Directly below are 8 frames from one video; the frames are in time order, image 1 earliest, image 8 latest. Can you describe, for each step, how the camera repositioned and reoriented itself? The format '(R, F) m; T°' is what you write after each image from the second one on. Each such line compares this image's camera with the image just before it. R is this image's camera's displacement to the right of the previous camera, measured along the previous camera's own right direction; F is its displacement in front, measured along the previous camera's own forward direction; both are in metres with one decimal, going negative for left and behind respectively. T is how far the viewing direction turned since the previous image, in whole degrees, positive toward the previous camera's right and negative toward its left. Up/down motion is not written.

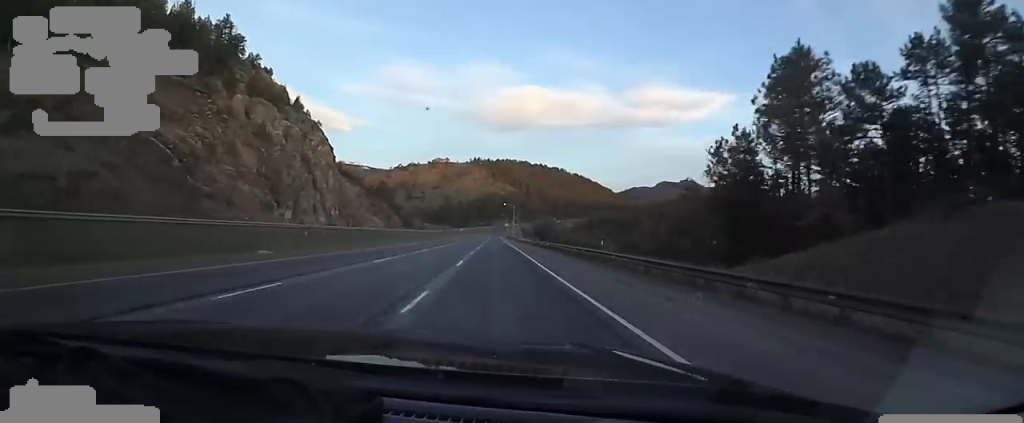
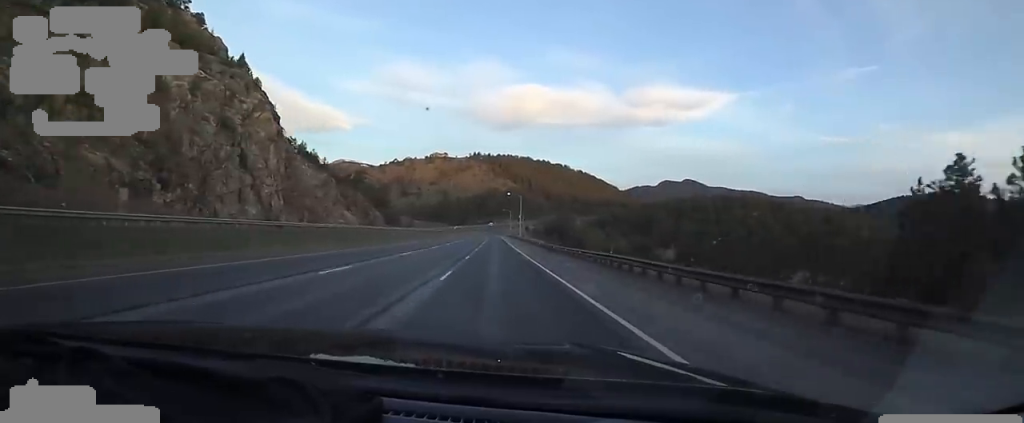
(+0.8, +42.3) m; -1°
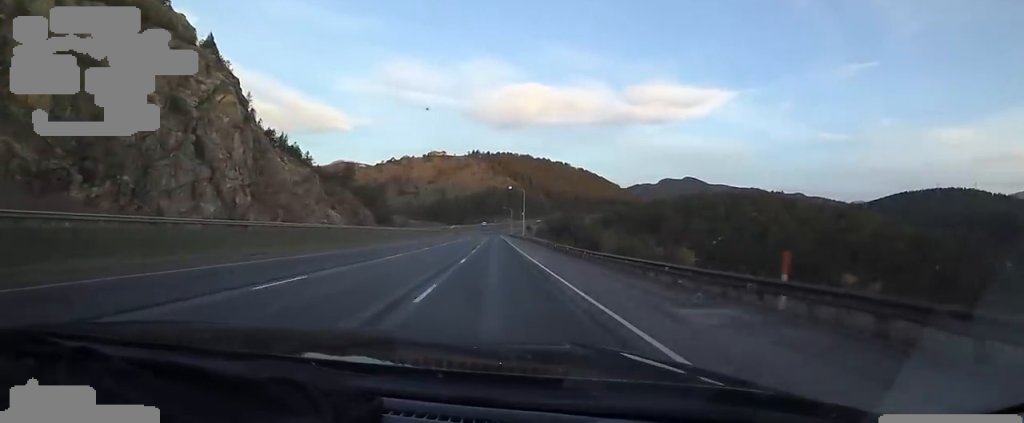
(-0.5, +16.2) m; -1°
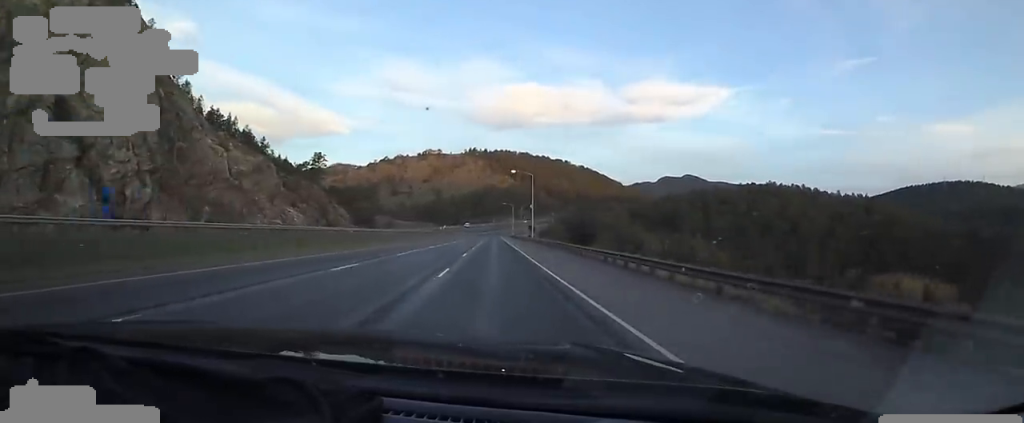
(-0.1, +31.5) m; 0°
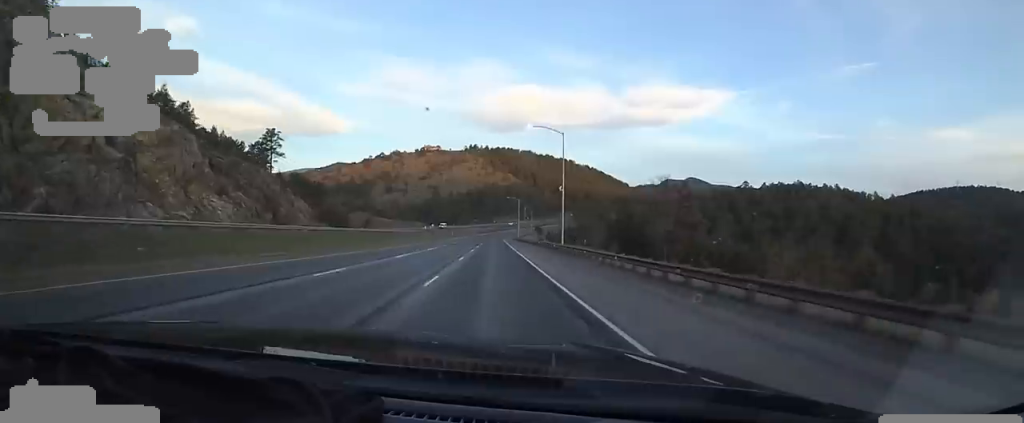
(0.0, +37.3) m; 0°
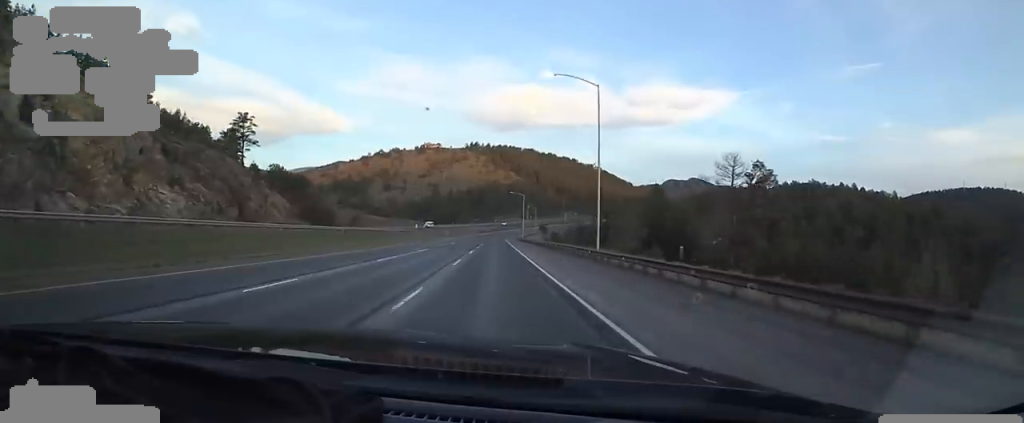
(0.0, +16.0) m; 0°
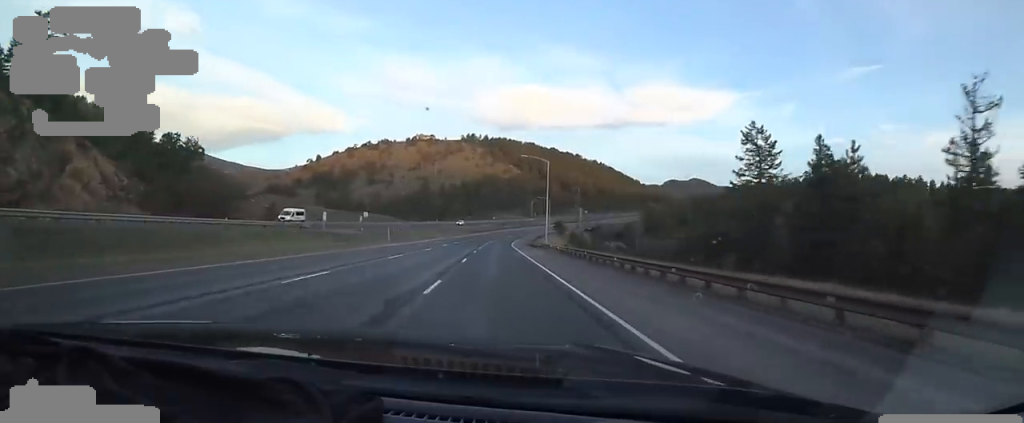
(0.0, +59.6) m; +2°
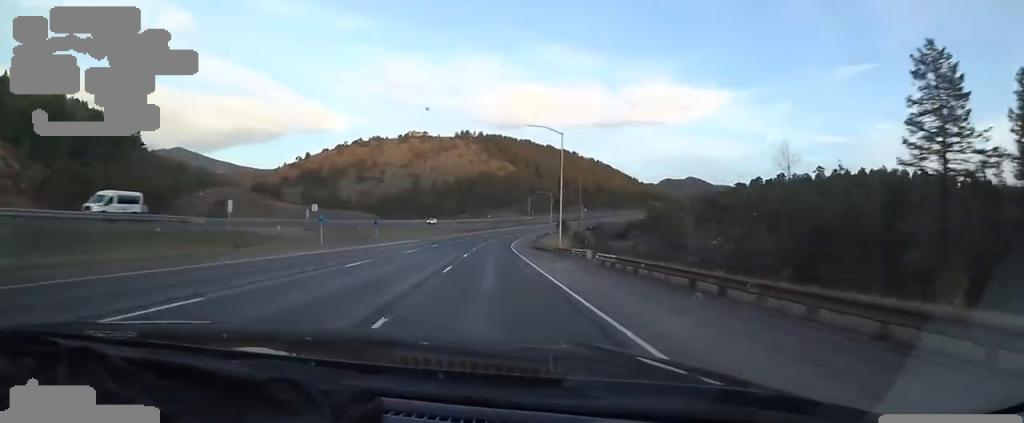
(+0.3, +18.2) m; +1°
